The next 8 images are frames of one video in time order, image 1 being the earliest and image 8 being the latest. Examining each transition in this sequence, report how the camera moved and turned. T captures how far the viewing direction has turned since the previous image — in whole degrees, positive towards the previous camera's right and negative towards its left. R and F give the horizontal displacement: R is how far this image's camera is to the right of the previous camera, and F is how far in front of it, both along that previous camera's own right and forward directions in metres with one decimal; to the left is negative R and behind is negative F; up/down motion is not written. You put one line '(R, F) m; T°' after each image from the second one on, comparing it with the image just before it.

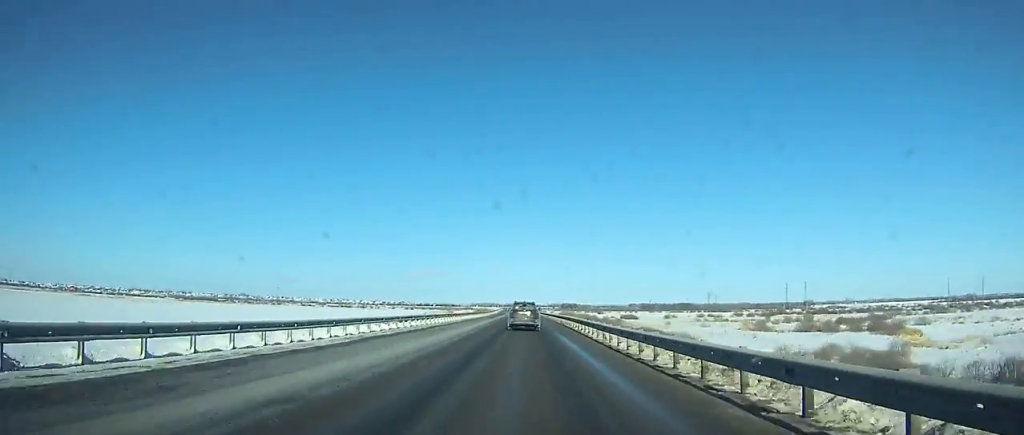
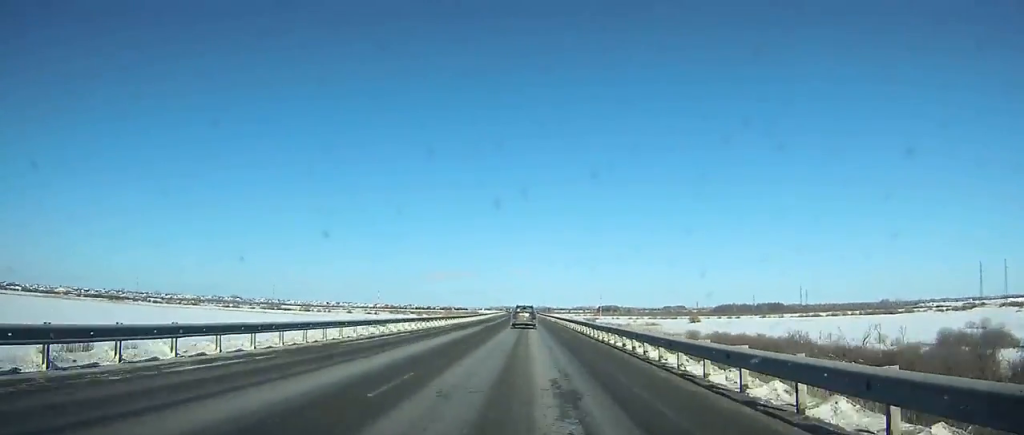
(-3.6, +268.5) m; -2°
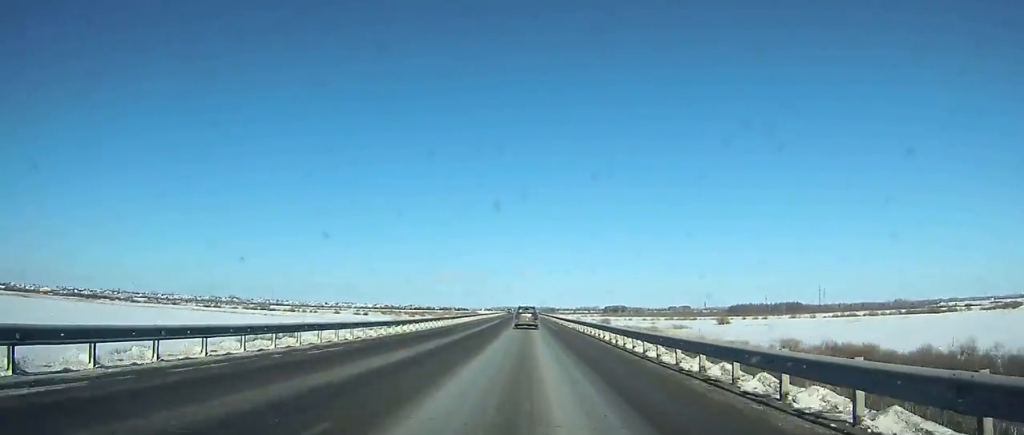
(-0.1, +40.1) m; 0°
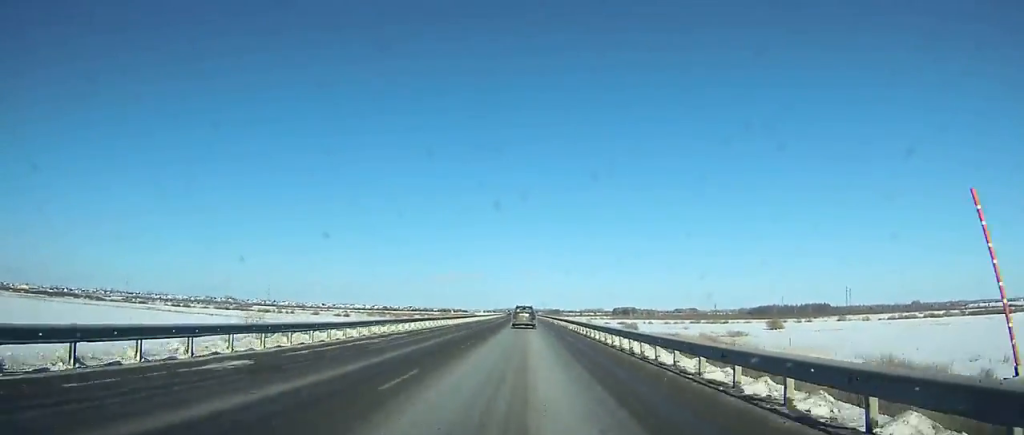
(-0.1, +55.1) m; 0°
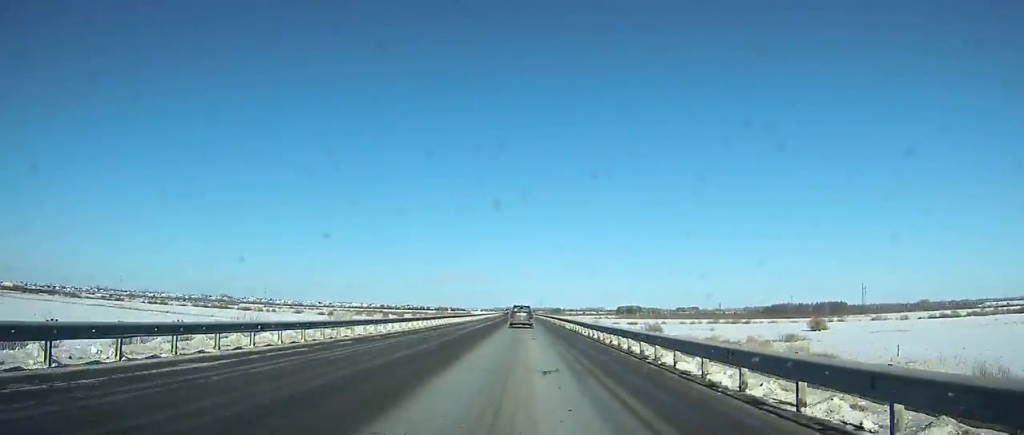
(-0.1, +32.6) m; 0°
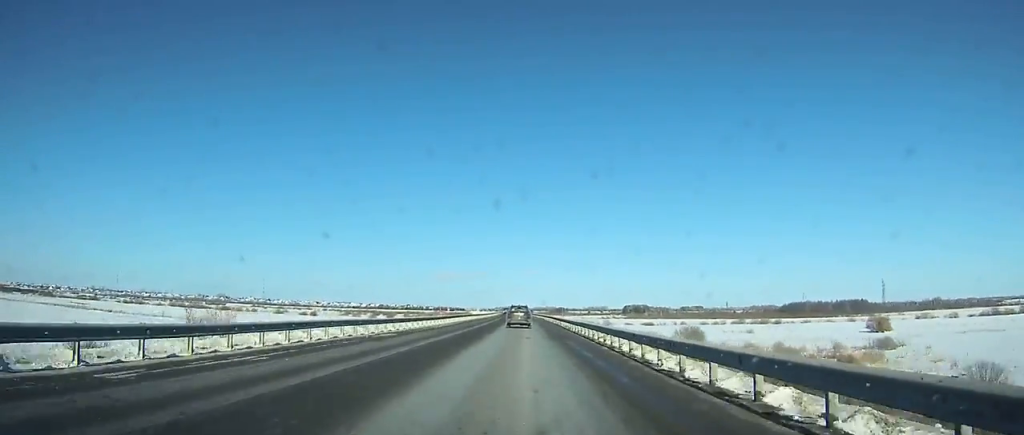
(0.0, +32.5) m; 0°
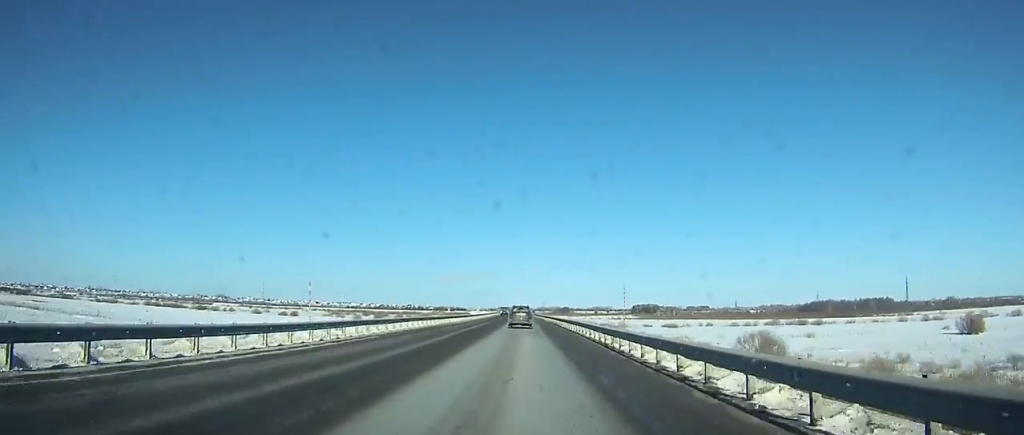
(-0.1, +34.8) m; 0°
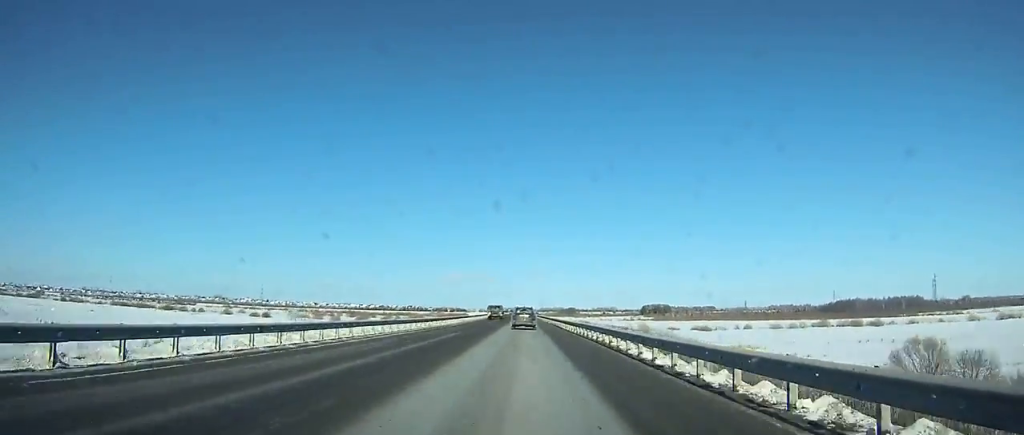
(0.0, +37.2) m; 0°
